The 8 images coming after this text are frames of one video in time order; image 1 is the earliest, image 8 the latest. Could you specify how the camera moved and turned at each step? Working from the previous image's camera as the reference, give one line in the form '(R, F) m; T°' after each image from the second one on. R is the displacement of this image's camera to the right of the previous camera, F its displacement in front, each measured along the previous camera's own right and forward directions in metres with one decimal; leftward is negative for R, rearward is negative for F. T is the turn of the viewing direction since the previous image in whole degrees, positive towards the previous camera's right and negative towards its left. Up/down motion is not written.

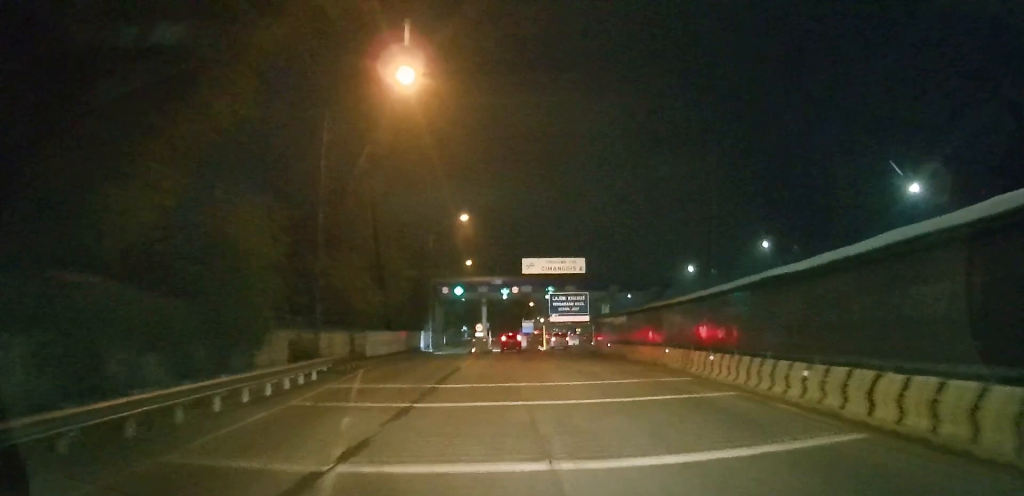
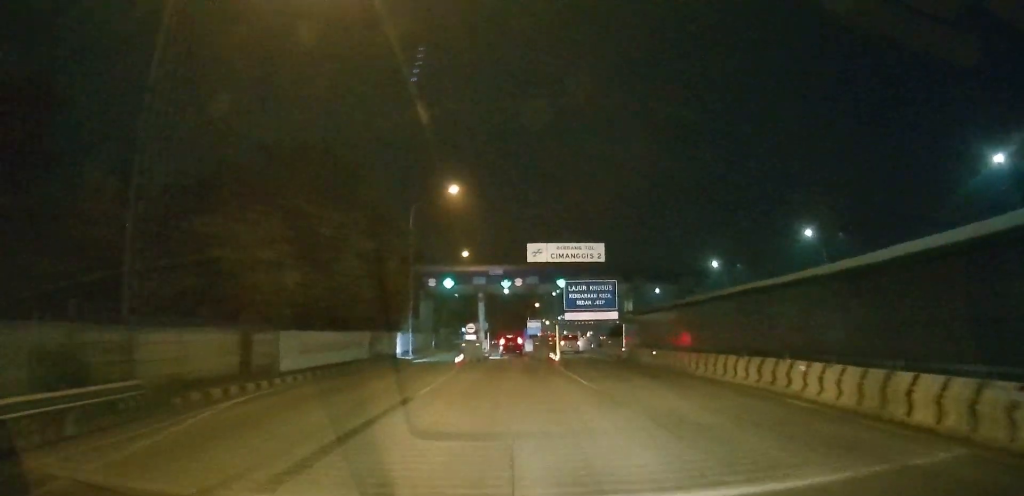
(0.0, +14.4) m; -1°
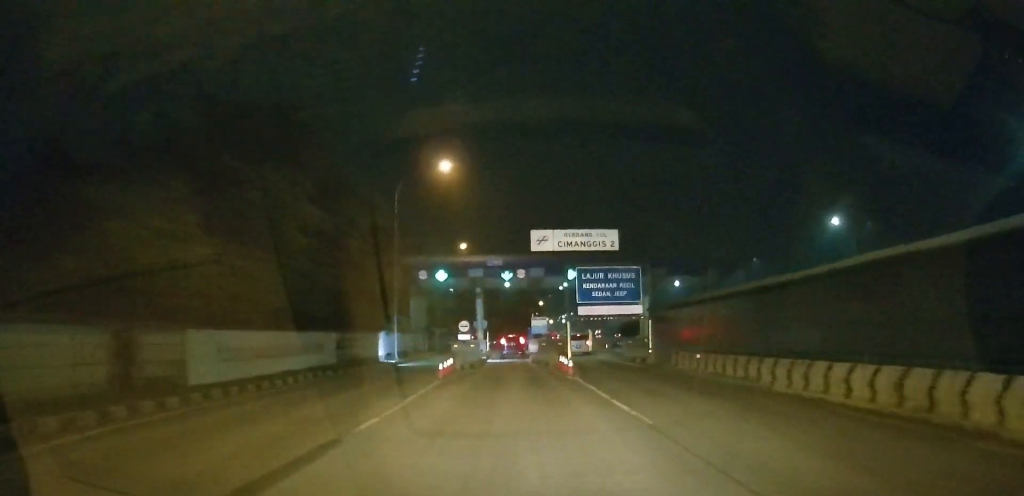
(-0.1, +7.7) m; 0°
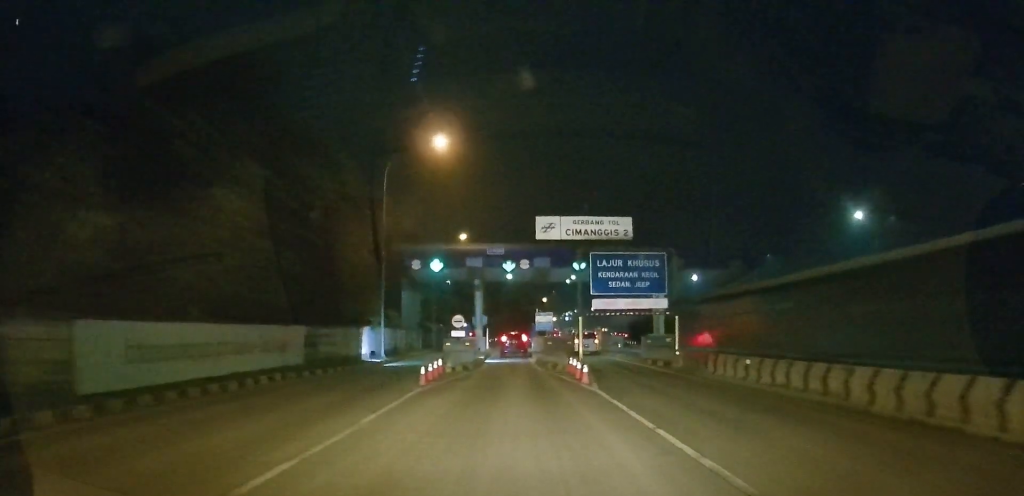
(0.0, +5.6) m; 0°
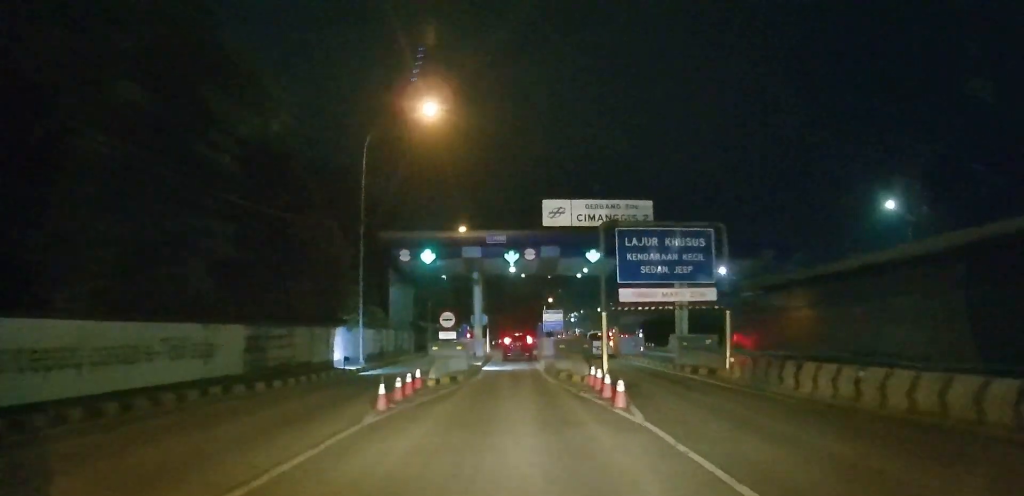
(0.0, +7.0) m; 0°
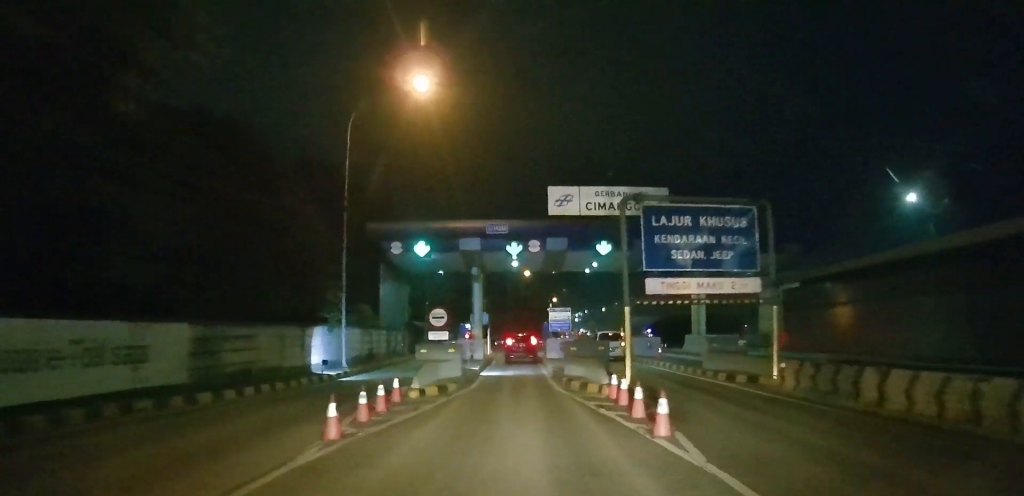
(0.0, +4.6) m; 0°
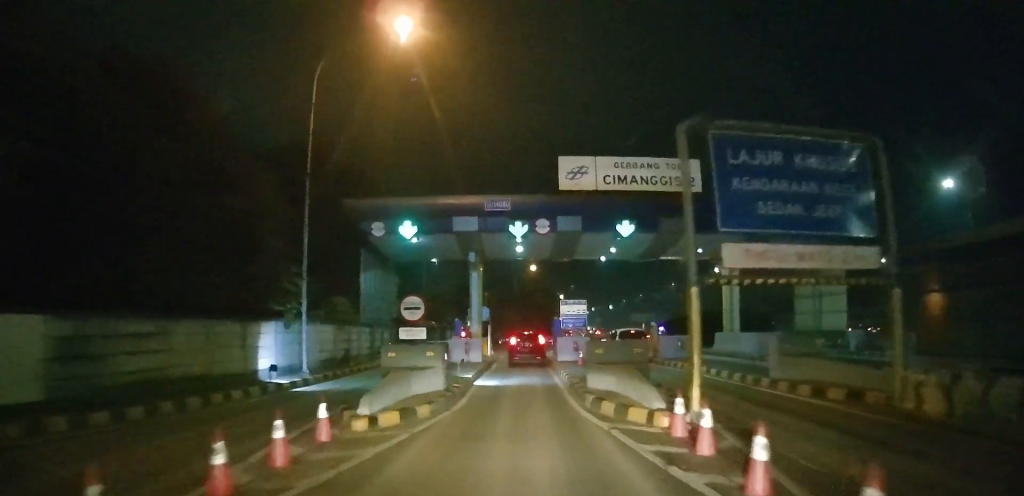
(0.0, +6.9) m; -1°
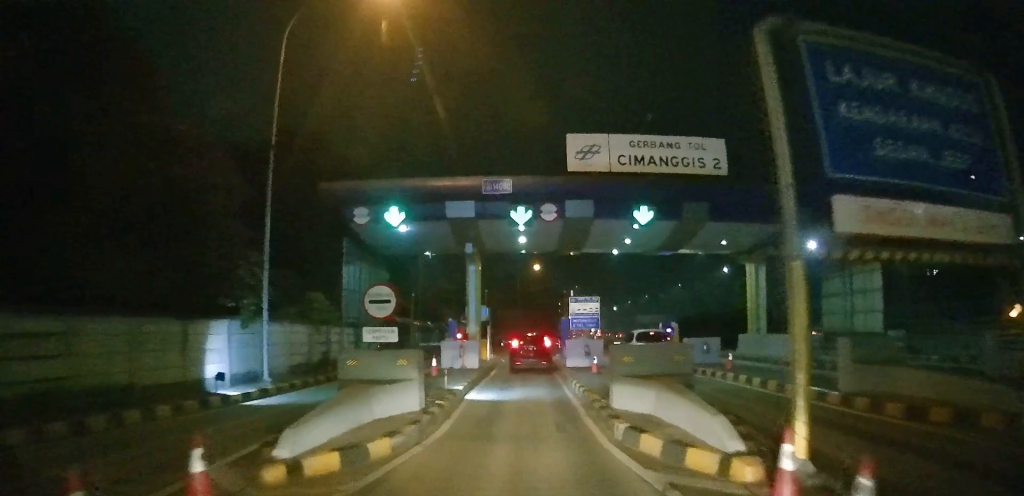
(0.0, +4.7) m; -1°
